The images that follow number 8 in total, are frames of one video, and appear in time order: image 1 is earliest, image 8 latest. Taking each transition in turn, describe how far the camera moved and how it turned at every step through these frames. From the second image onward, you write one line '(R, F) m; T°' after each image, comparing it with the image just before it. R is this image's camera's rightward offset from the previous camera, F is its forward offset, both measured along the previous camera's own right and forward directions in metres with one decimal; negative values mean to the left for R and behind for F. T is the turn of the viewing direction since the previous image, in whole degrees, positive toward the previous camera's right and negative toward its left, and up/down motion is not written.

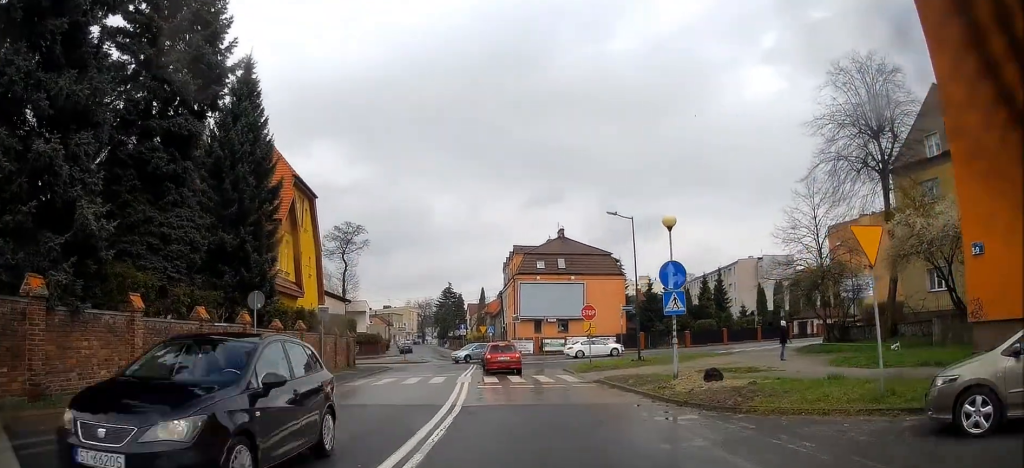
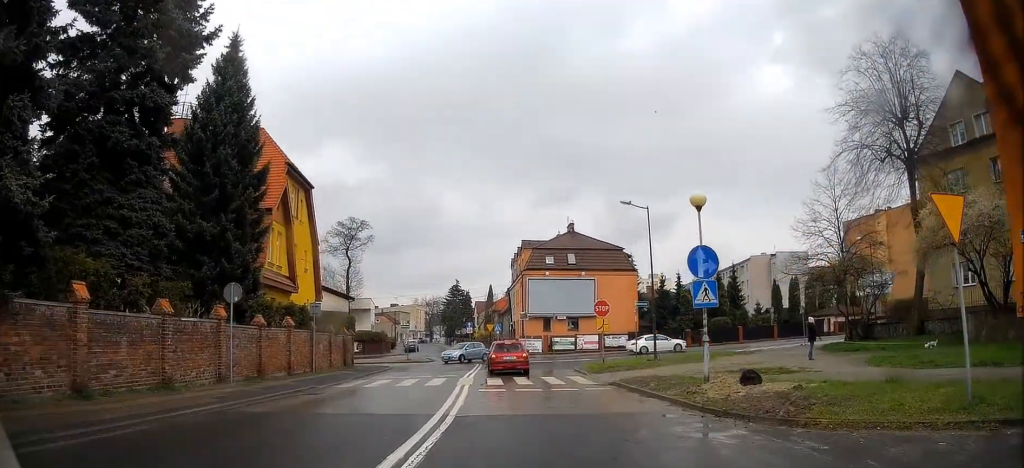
(+0.1, +2.6) m; 0°
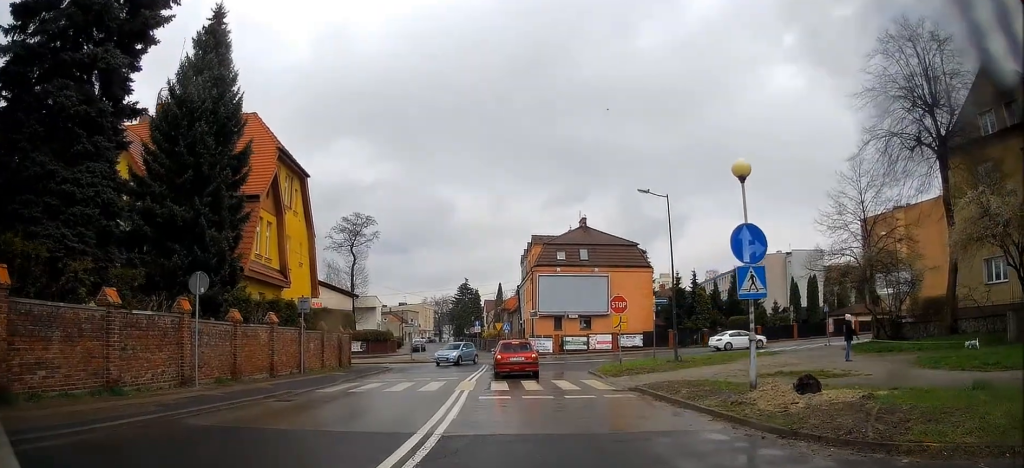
(0.0, +3.0) m; 0°
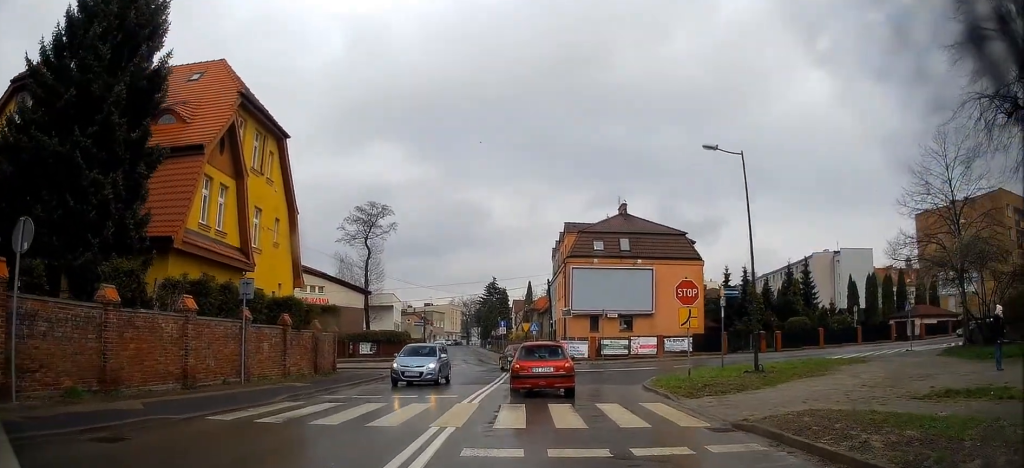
(-0.1, +8.6) m; -2°
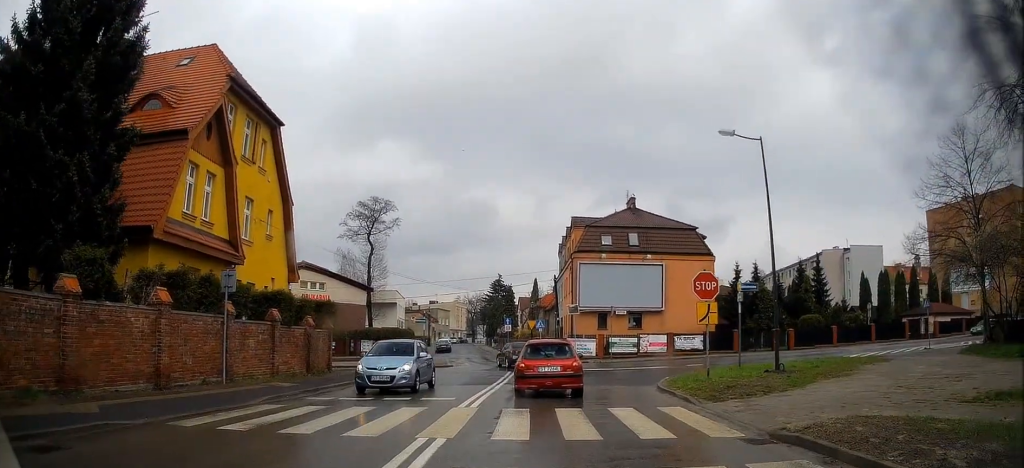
(-0.1, +1.5) m; 0°
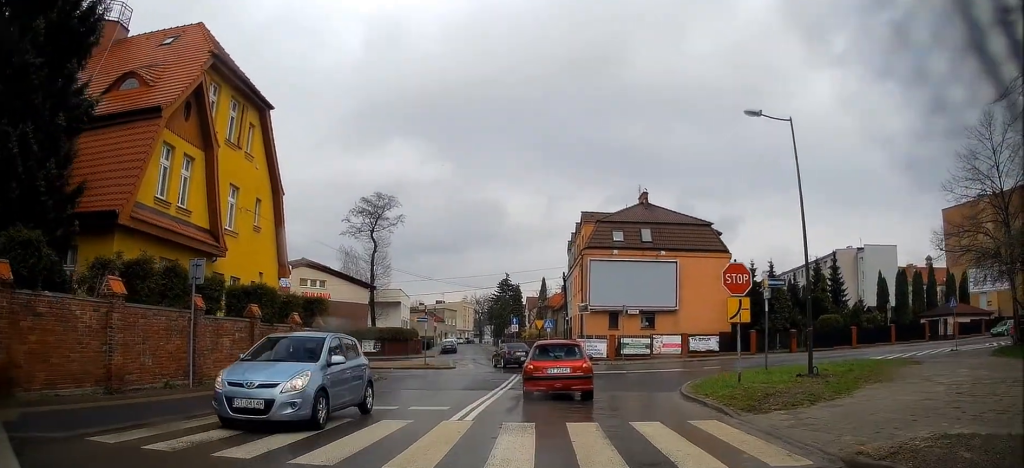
(-0.1, +2.4) m; +1°
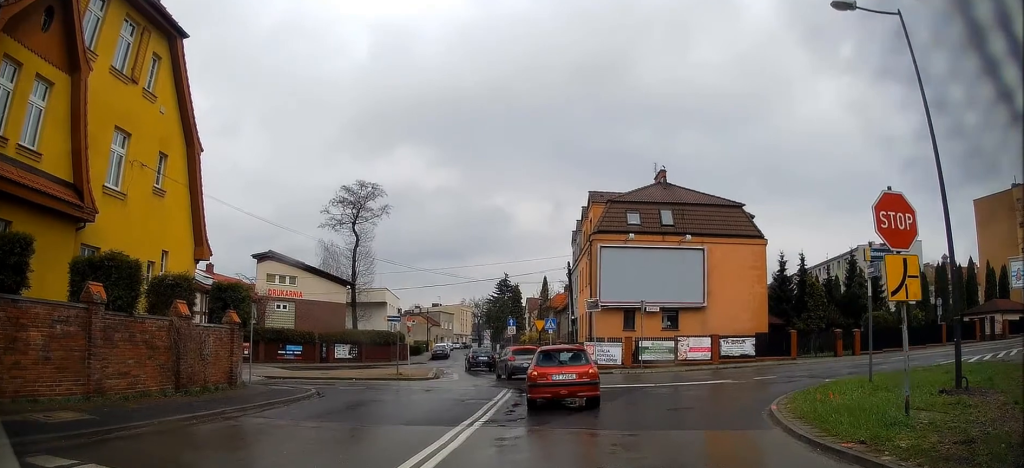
(+0.1, +7.2) m; +1°
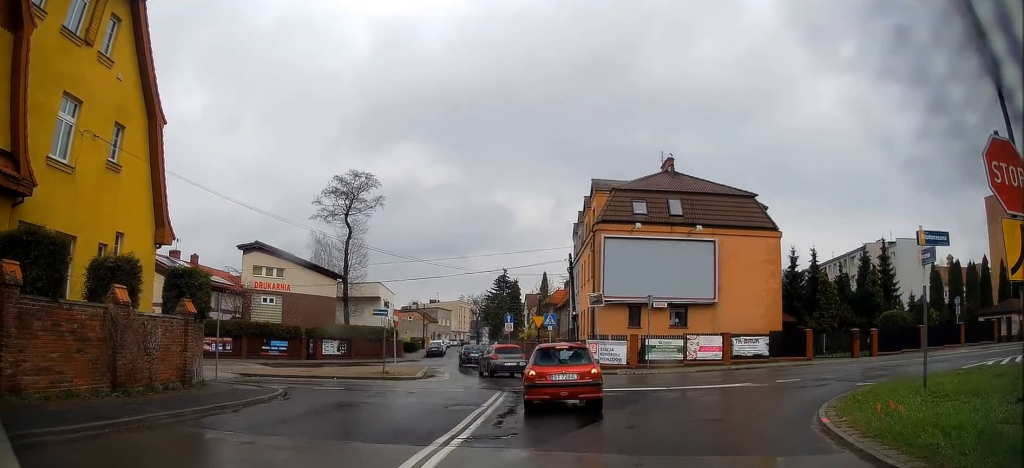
(+0.1, +2.0) m; +2°
